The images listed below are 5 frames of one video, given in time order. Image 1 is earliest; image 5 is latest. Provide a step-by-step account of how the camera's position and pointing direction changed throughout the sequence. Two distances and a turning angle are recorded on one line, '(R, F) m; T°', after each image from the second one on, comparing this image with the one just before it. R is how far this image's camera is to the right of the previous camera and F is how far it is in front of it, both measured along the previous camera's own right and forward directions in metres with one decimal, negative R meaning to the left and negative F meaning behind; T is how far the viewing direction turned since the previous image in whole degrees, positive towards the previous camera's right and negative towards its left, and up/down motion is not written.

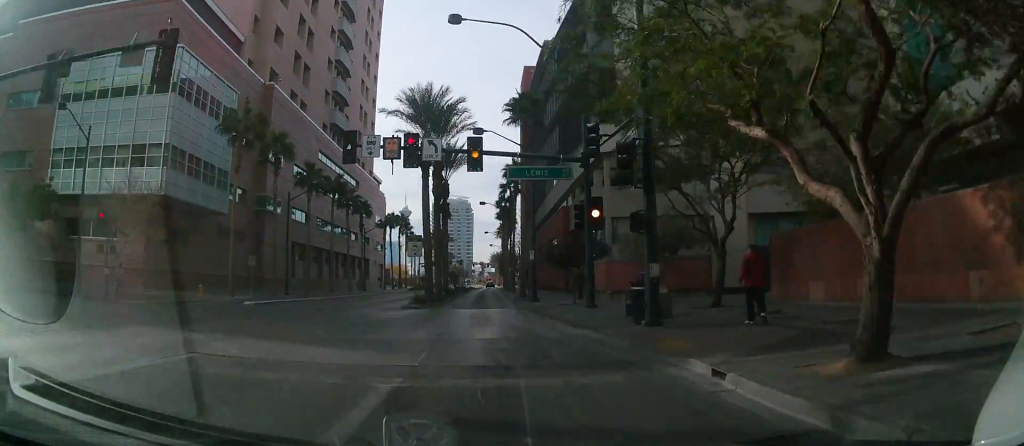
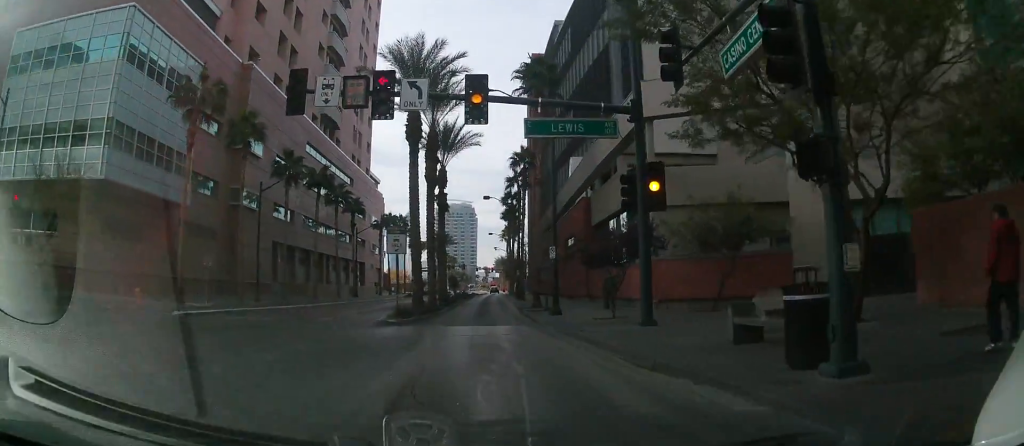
(-0.6, +7.9) m; -3°
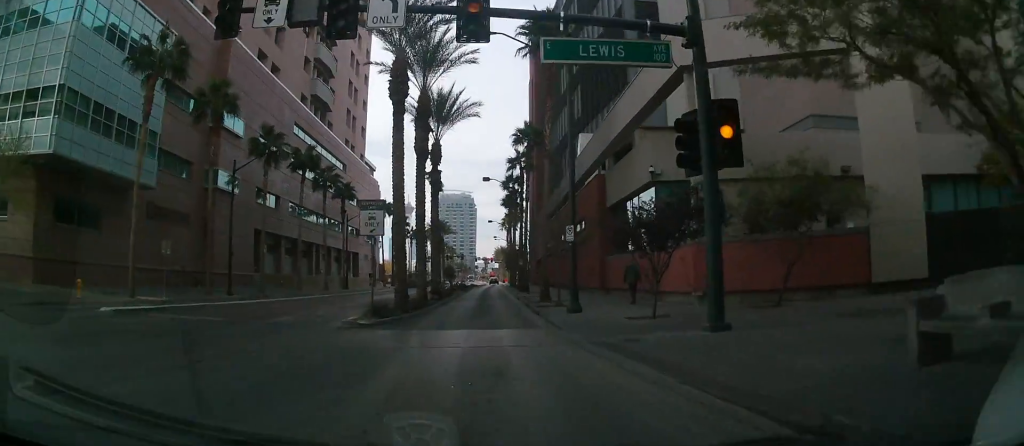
(-0.2, +5.0) m; -1°
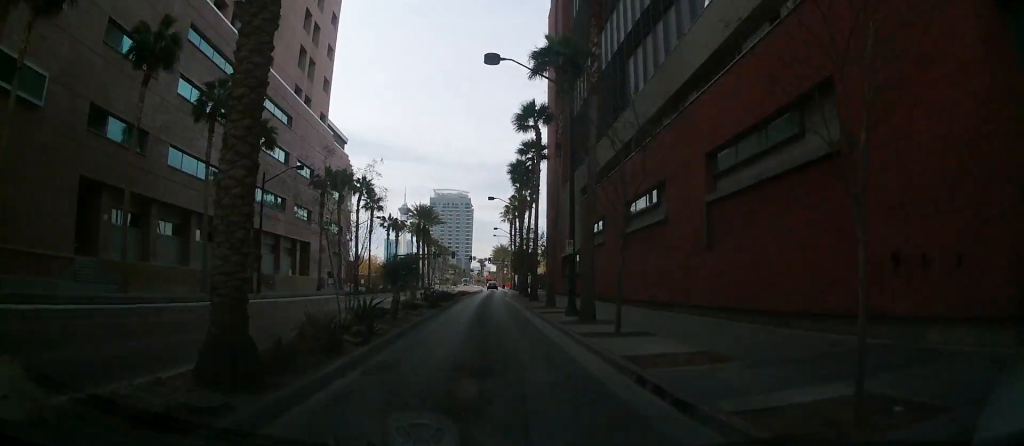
(+1.0, +27.7) m; +3°
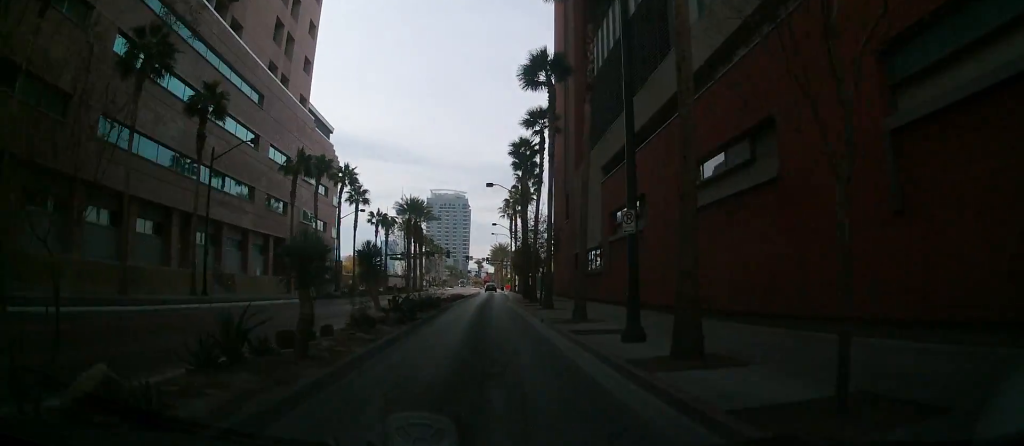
(0.0, +8.6) m; +1°
